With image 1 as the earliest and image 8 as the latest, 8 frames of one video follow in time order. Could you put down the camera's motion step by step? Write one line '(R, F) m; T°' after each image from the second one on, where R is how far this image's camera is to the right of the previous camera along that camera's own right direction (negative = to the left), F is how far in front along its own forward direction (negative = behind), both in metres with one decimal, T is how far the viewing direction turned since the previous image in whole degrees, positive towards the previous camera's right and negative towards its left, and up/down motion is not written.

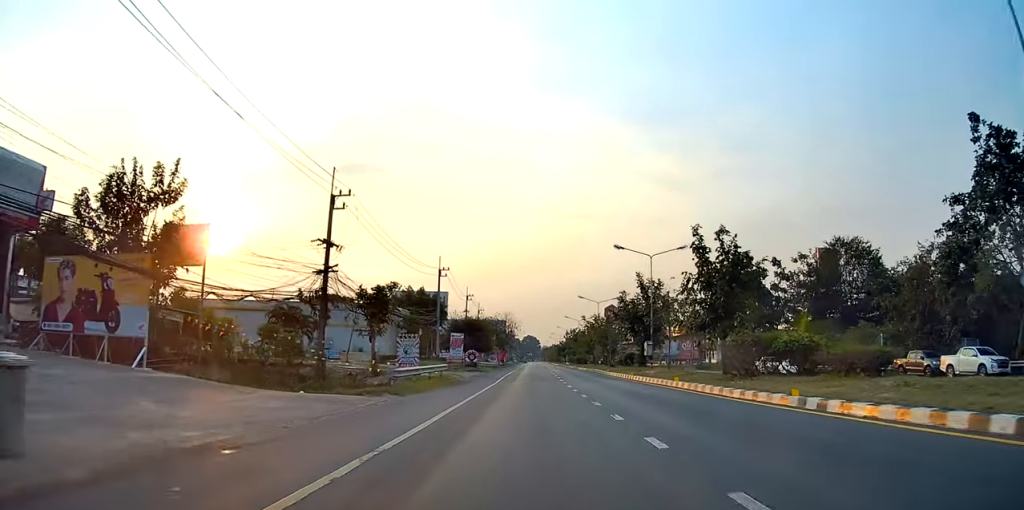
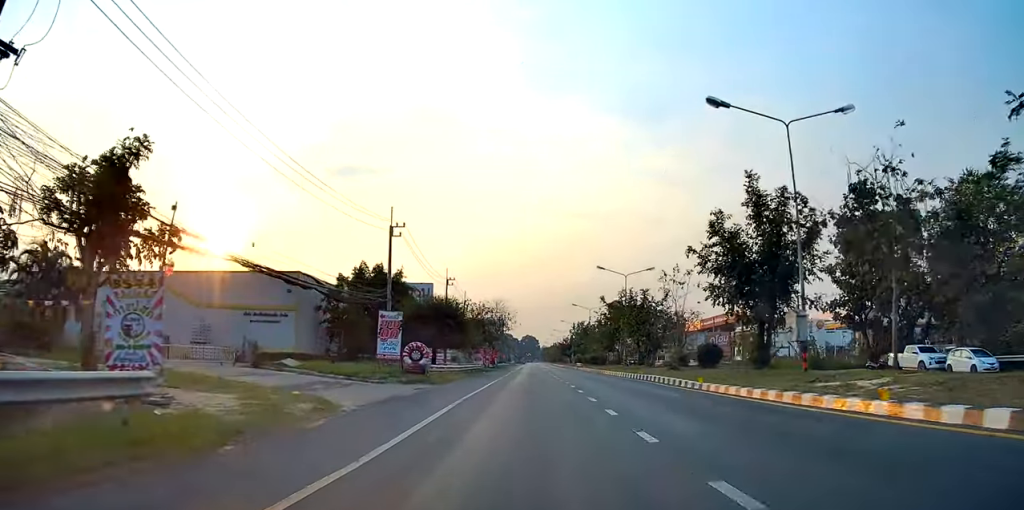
(-0.2, +29.0) m; +2°
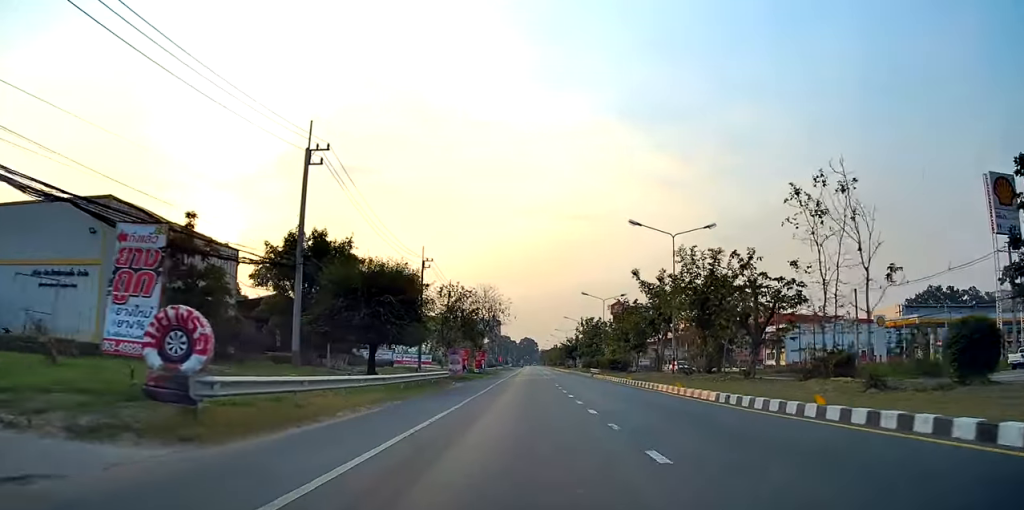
(+0.2, +21.5) m; 0°
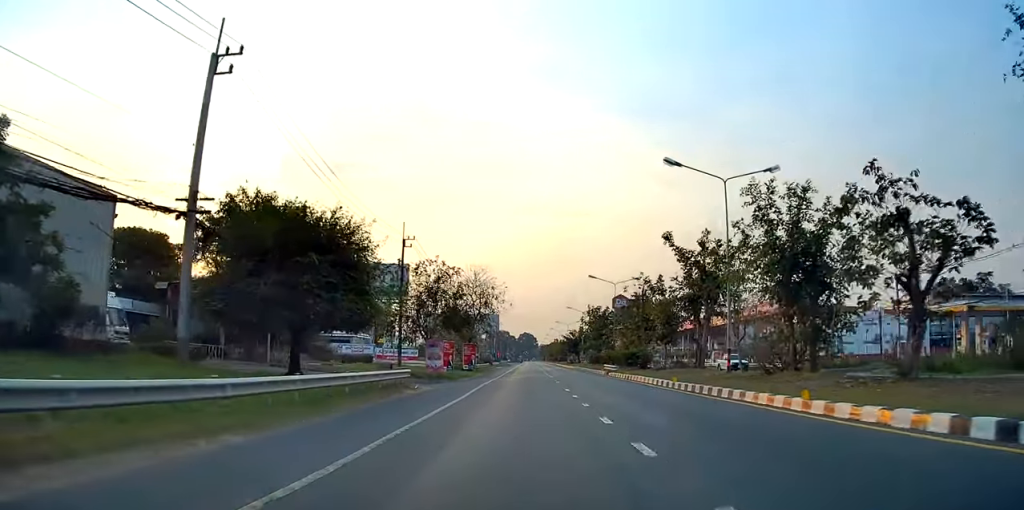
(-0.1, +11.9) m; -2°
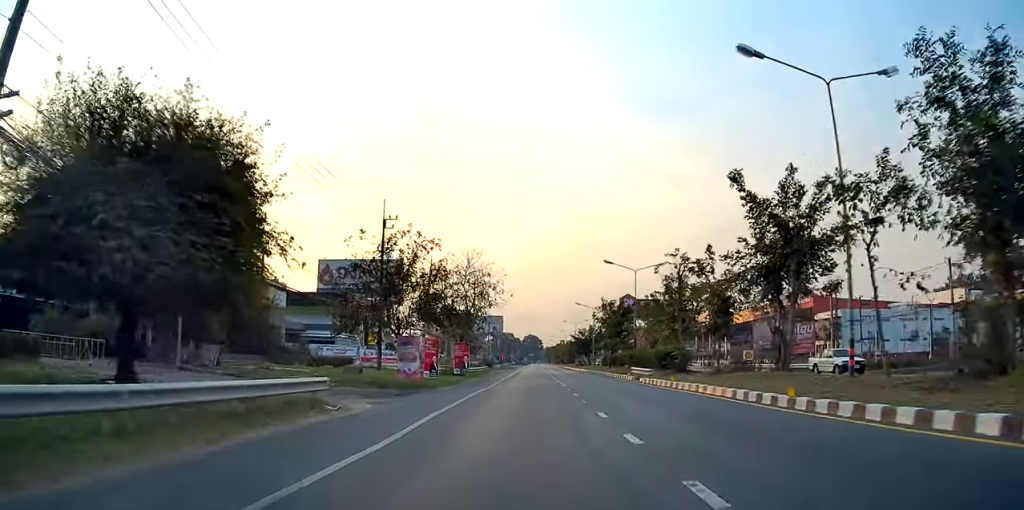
(-0.2, +11.0) m; 0°
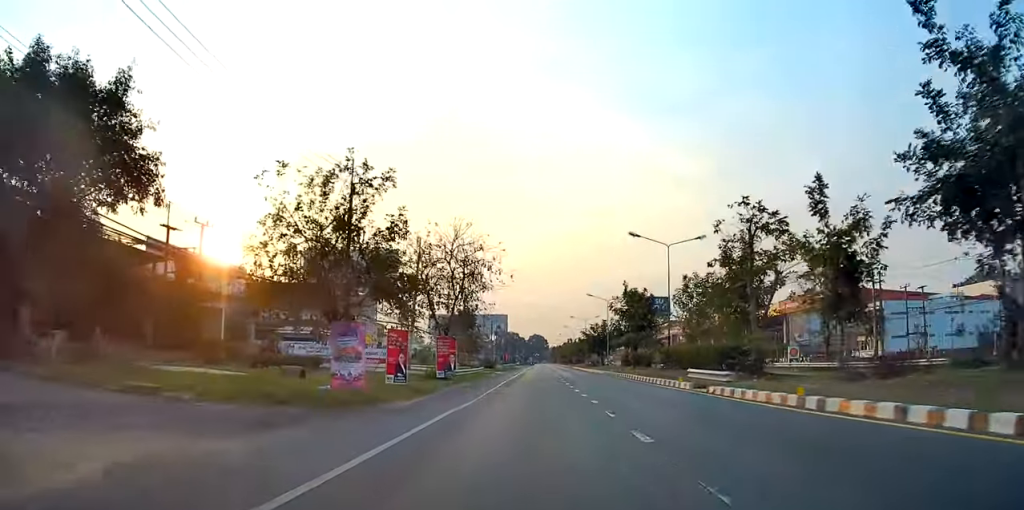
(0.0, +12.4) m; +1°
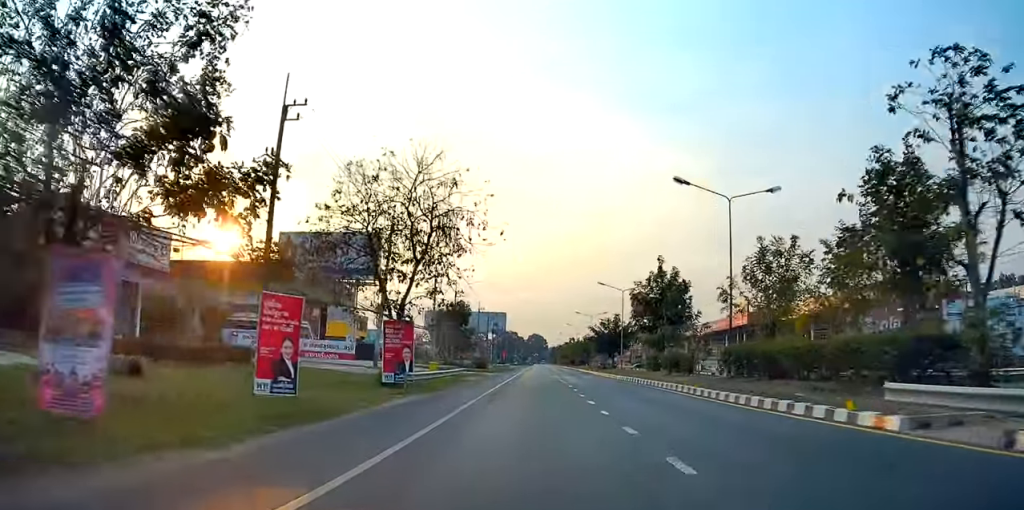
(+0.2, +14.6) m; +1°
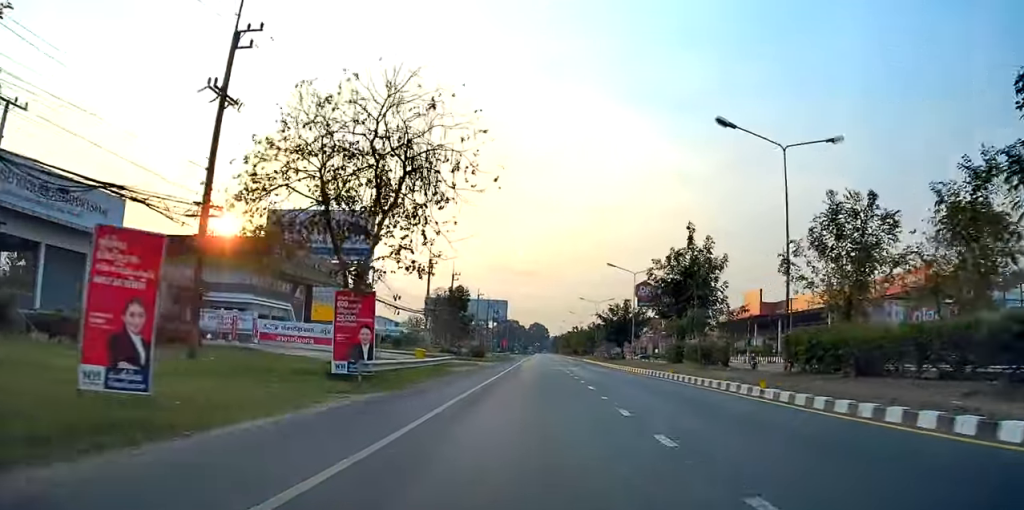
(+0.1, +7.0) m; 0°
